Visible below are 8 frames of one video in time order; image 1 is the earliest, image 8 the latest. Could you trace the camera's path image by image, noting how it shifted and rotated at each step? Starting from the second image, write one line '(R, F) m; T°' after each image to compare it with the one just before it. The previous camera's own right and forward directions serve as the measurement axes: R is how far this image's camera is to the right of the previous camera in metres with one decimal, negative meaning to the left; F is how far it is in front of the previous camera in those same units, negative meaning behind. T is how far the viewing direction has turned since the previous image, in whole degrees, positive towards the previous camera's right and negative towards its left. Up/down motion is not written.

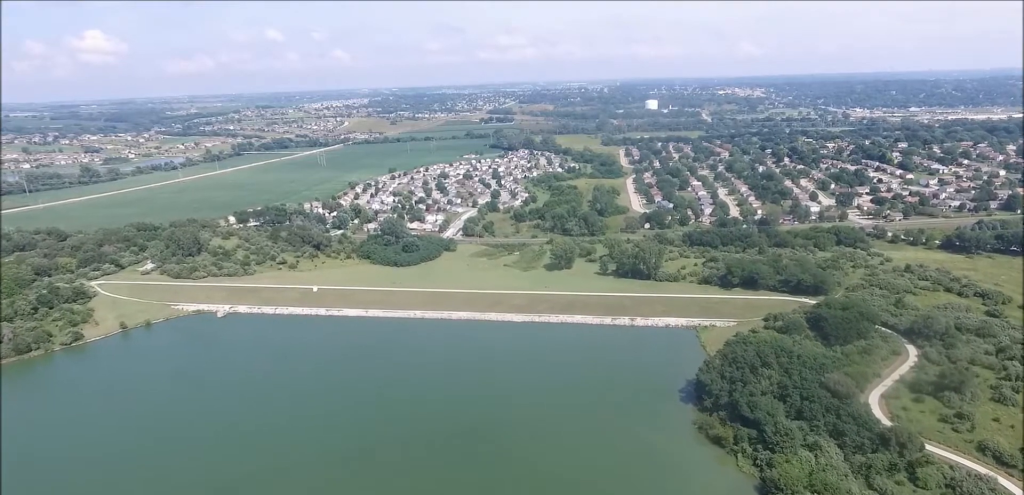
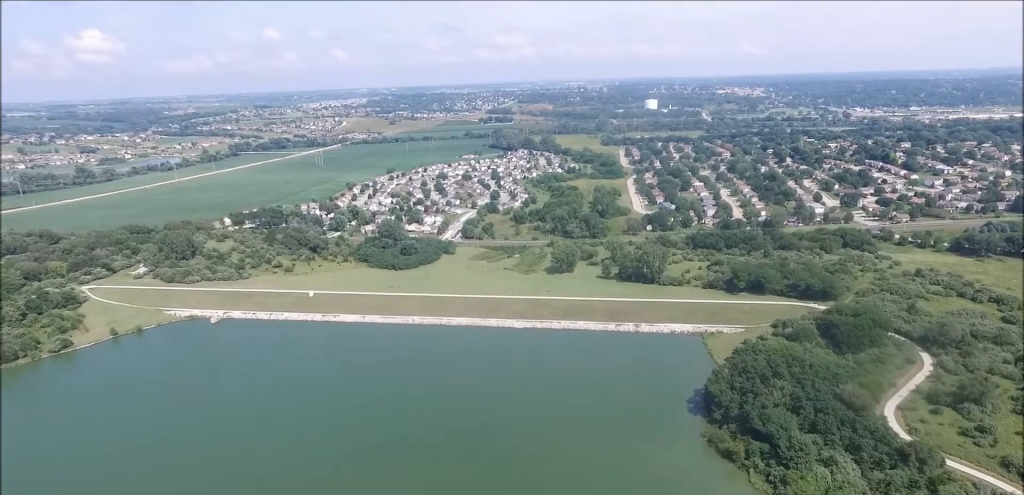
(0.0, +9.4) m; 0°
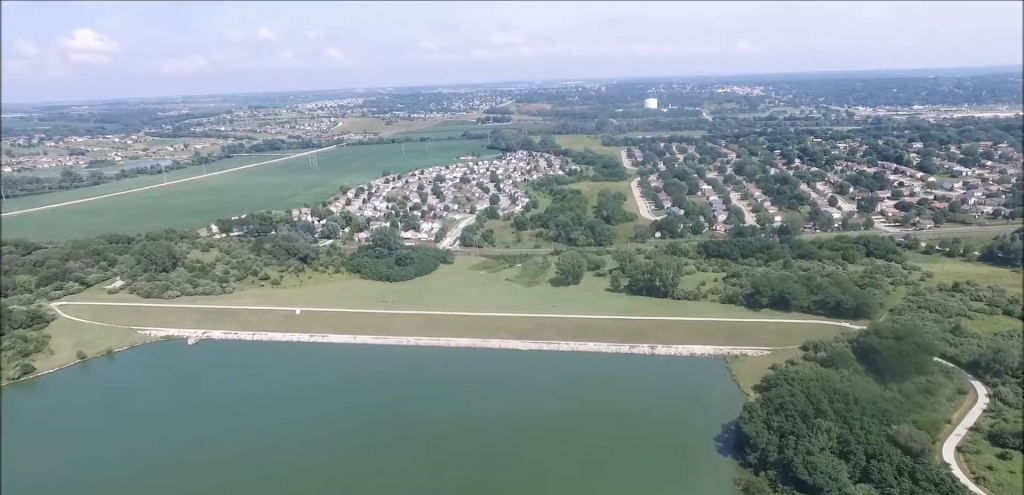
(+0.2, +30.3) m; +1°
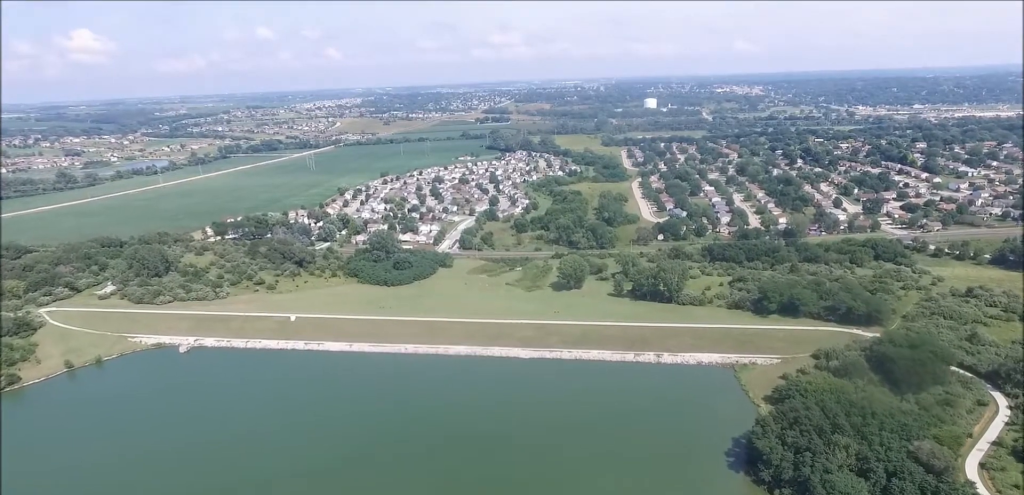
(0.0, +9.4) m; 0°
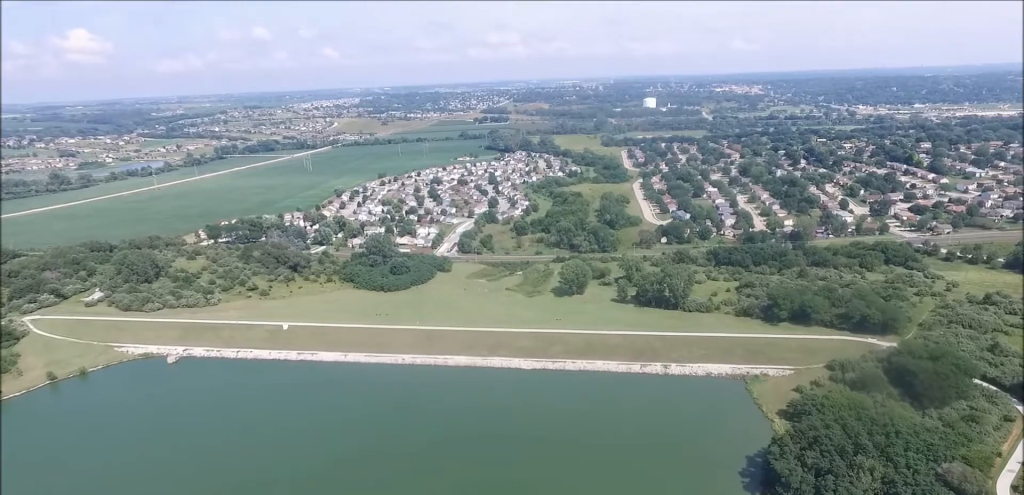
(0.0, +12.0) m; 0°
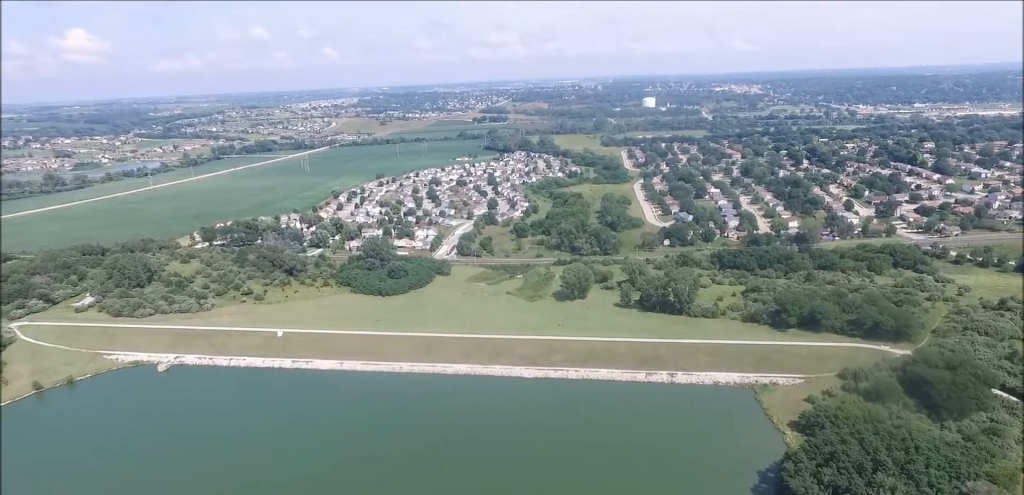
(+0.1, +9.8) m; 0°
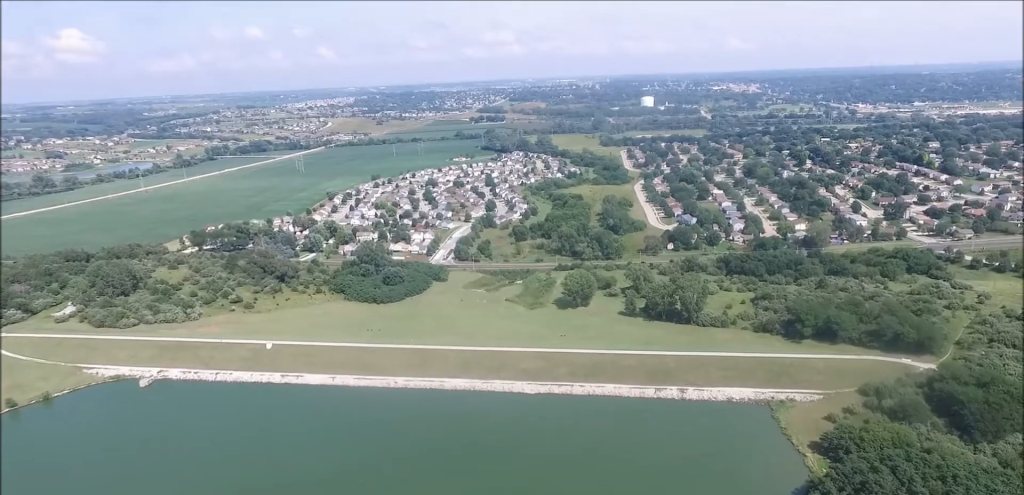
(0.0, +15.4) m; +1°
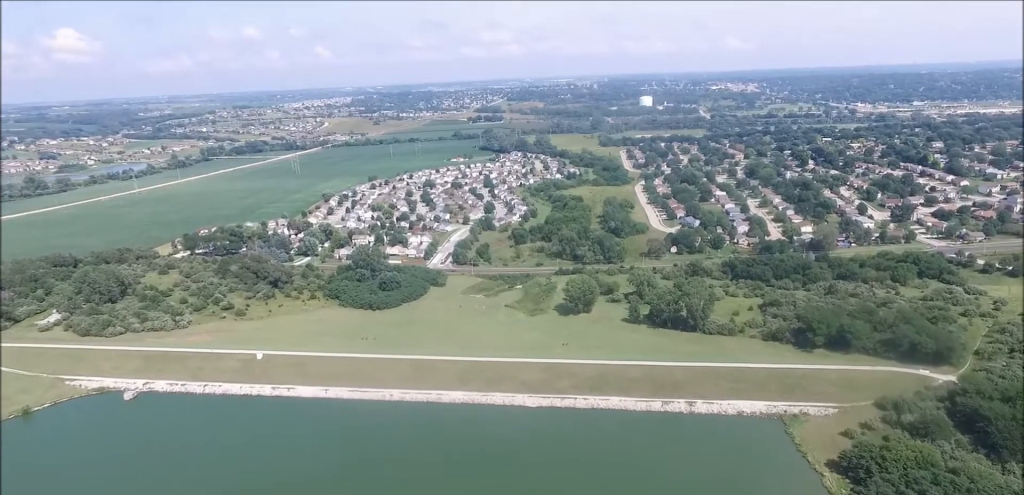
(+0.2, +11.3) m; +1°
